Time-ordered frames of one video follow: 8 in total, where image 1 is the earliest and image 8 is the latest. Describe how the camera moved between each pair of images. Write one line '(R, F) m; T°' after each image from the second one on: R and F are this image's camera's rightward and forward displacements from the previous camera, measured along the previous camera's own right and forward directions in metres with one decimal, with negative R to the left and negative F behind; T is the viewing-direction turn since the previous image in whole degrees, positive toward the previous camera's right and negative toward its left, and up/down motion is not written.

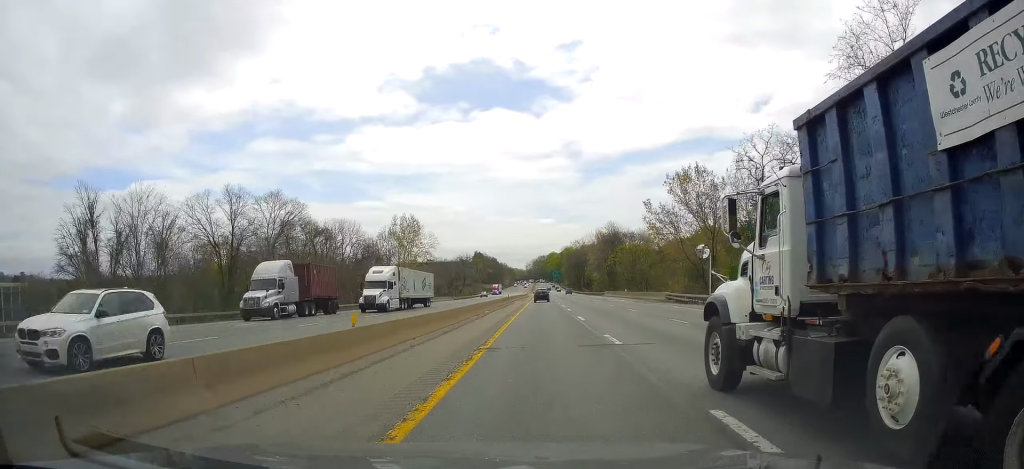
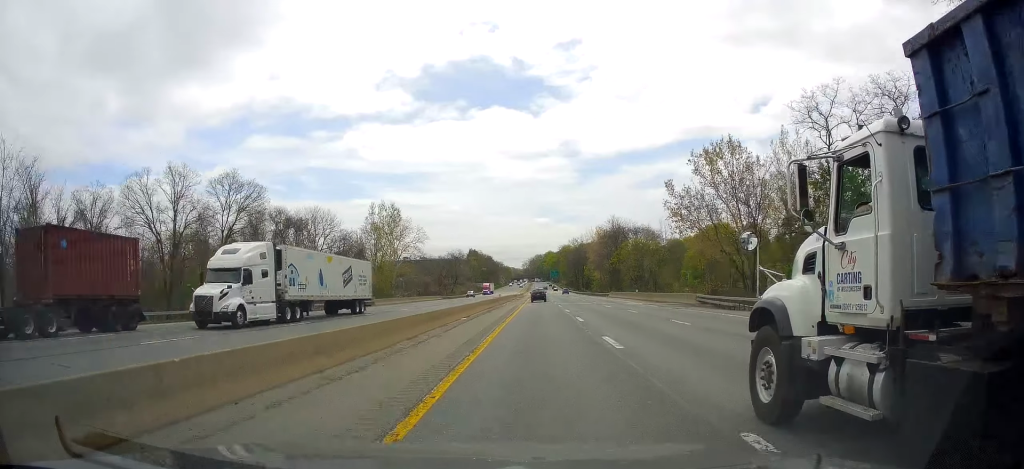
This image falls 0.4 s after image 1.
(+0.1, +13.0) m; 0°
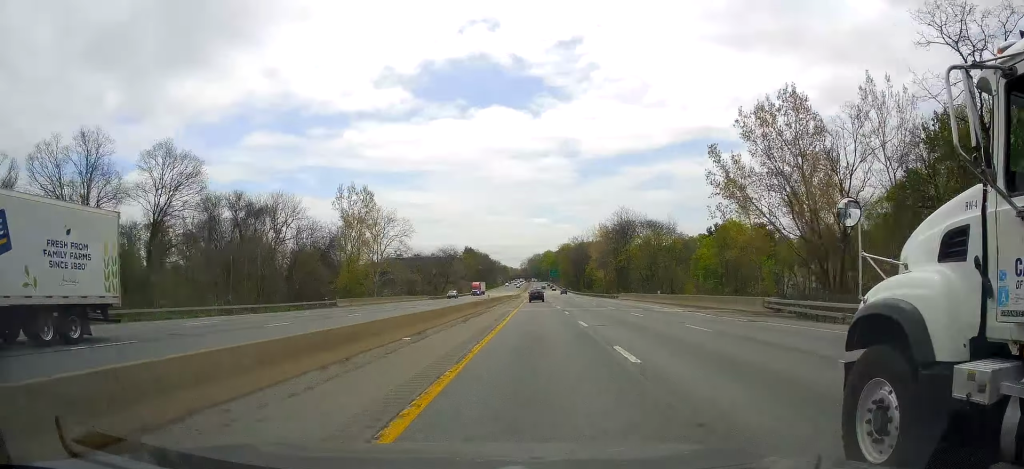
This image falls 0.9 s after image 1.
(0.0, +15.2) m; +1°
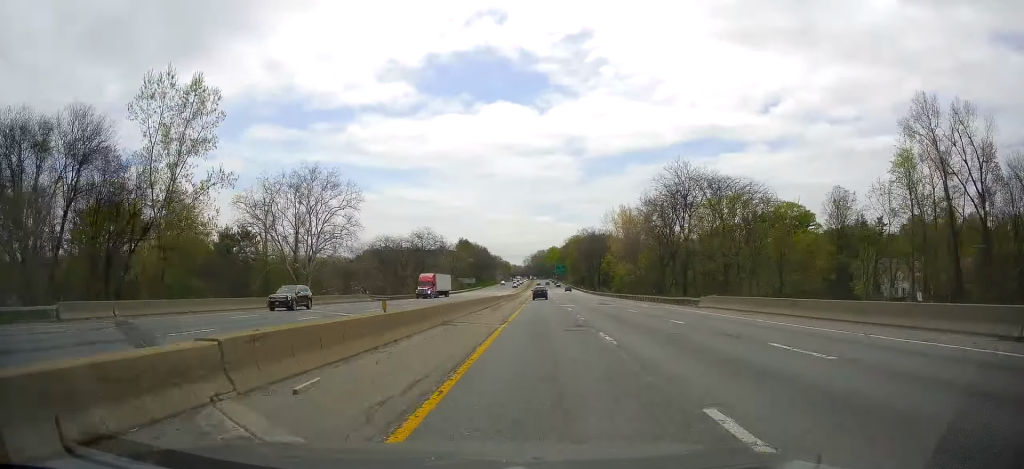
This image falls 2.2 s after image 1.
(+0.7, +44.7) m; +1°
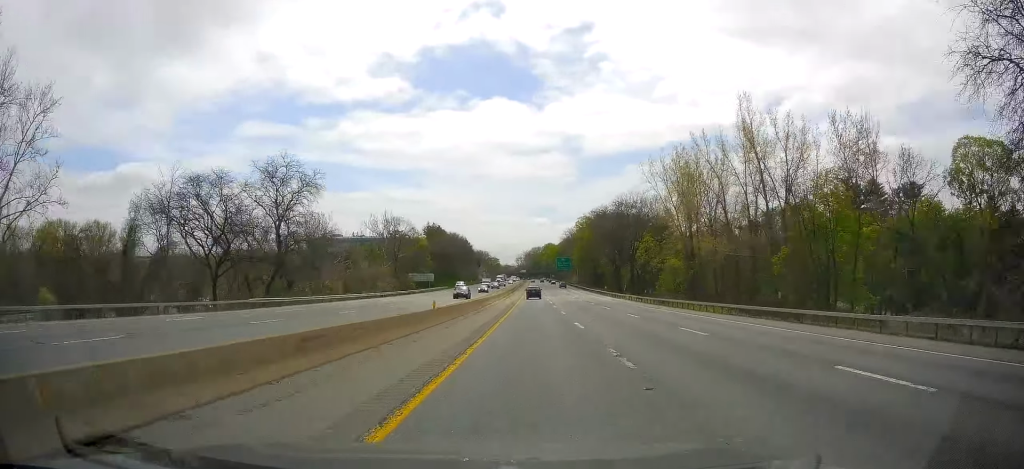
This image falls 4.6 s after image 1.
(-0.5, +77.3) m; 0°
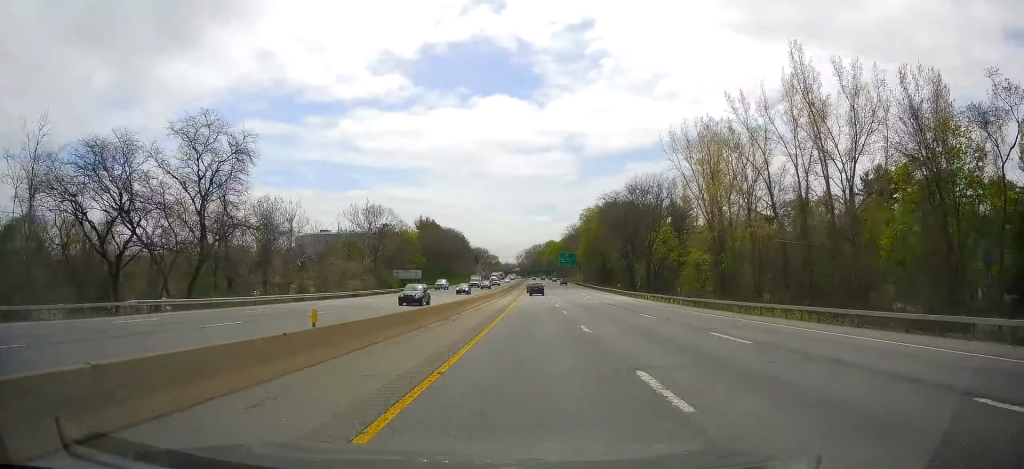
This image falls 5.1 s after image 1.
(0.0, +16.3) m; 0°
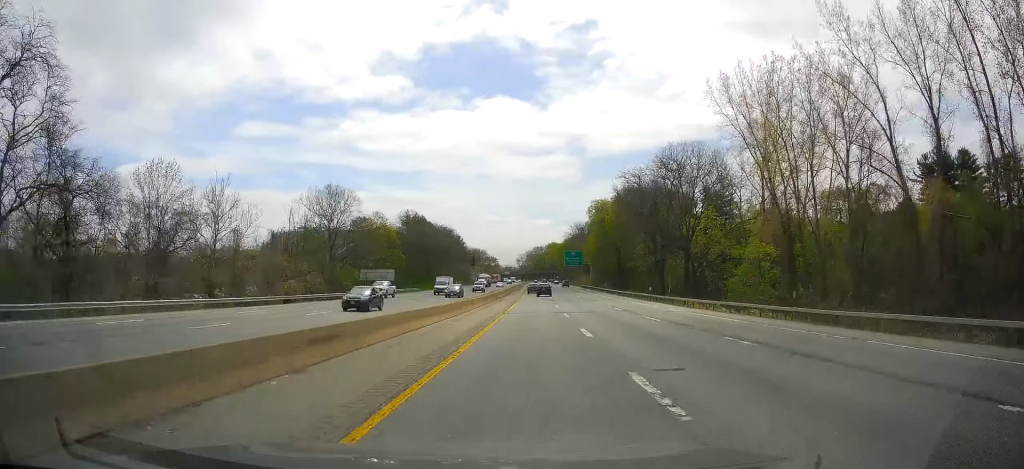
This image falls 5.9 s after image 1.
(0.0, +25.0) m; 0°
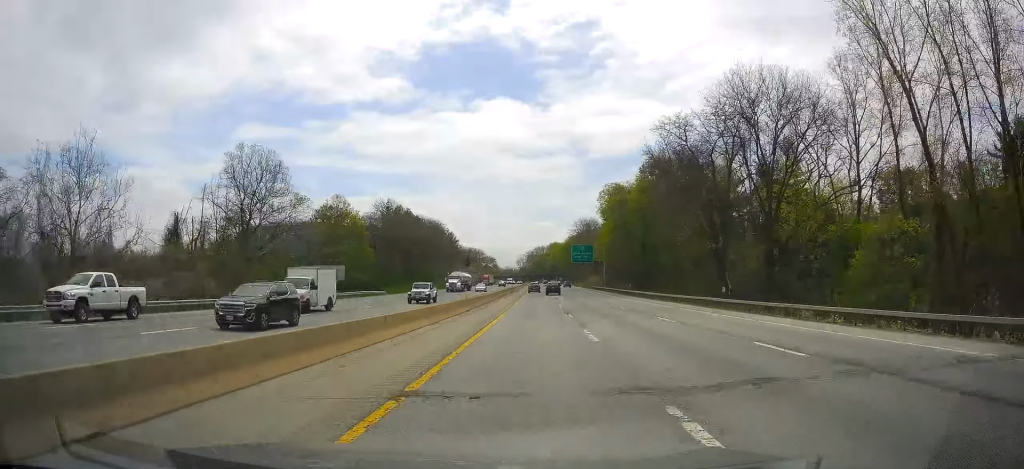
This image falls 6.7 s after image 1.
(+0.1, +27.3) m; 0°
